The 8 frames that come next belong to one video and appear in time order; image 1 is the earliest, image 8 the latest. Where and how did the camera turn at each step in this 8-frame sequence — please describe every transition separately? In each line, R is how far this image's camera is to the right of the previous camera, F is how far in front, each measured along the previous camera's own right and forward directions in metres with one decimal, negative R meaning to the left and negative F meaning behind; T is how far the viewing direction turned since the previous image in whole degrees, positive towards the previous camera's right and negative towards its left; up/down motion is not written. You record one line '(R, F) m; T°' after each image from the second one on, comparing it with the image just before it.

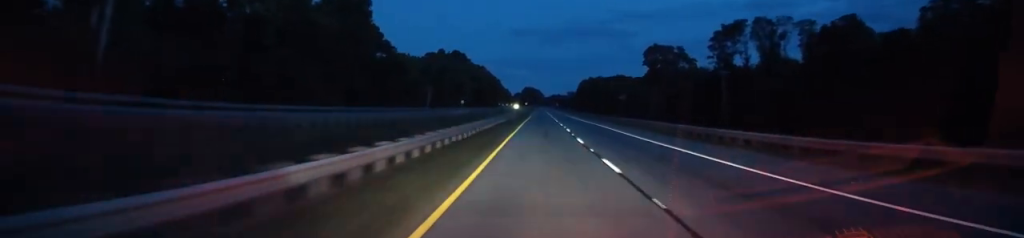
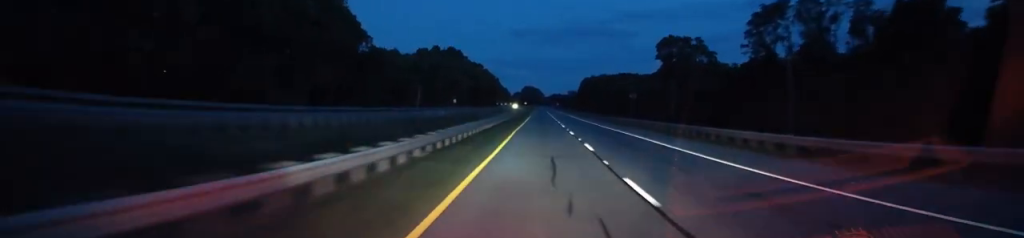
(+0.2, +17.5) m; 0°
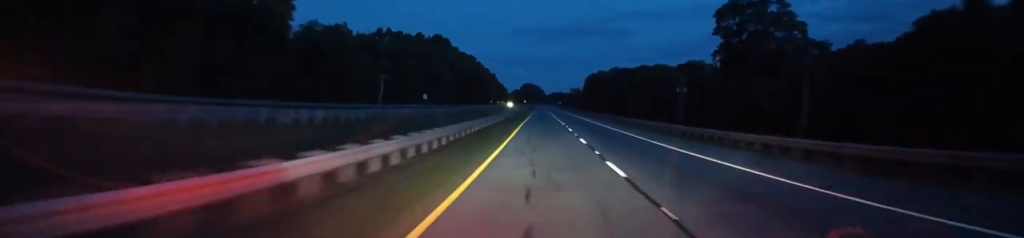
(-0.2, +44.4) m; -1°
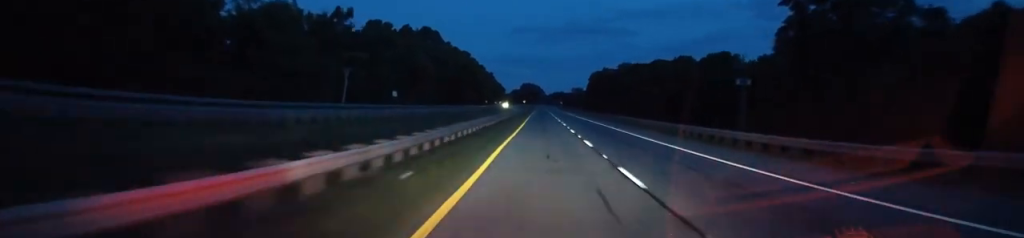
(-0.4, +26.4) m; 0°
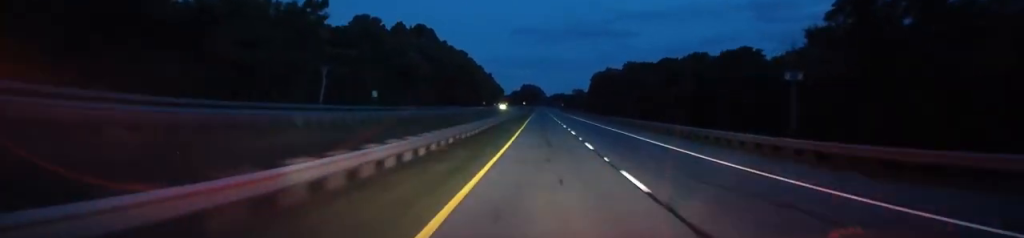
(+0.2, +13.0) m; 0°
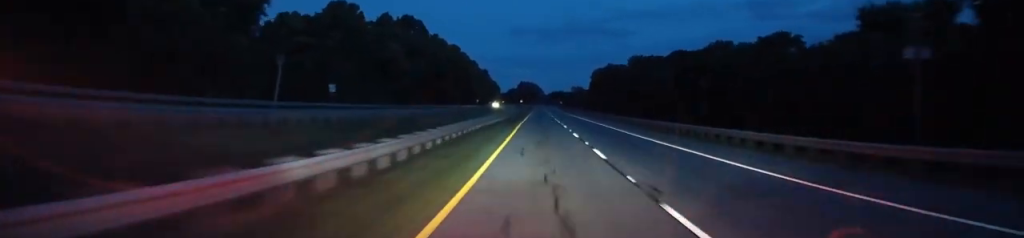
(+0.1, +17.3) m; +1°
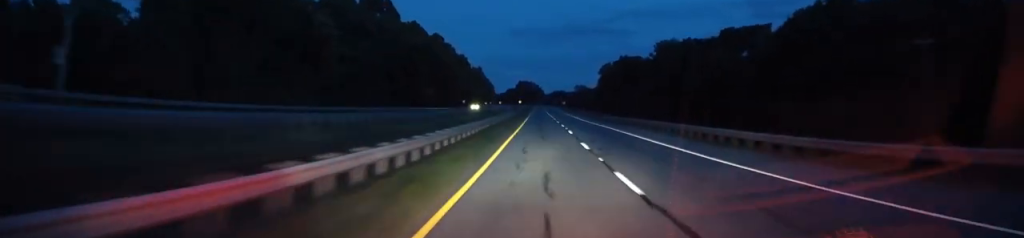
(-0.2, +43.6) m; 0°
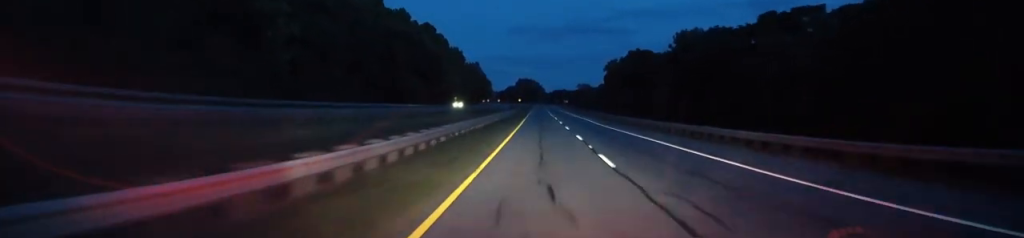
(-0.2, +20.1) m; 0°
